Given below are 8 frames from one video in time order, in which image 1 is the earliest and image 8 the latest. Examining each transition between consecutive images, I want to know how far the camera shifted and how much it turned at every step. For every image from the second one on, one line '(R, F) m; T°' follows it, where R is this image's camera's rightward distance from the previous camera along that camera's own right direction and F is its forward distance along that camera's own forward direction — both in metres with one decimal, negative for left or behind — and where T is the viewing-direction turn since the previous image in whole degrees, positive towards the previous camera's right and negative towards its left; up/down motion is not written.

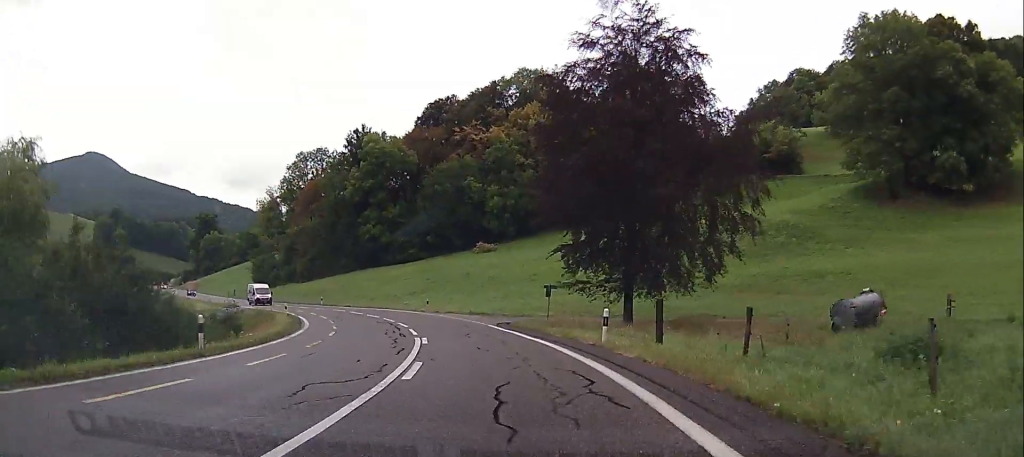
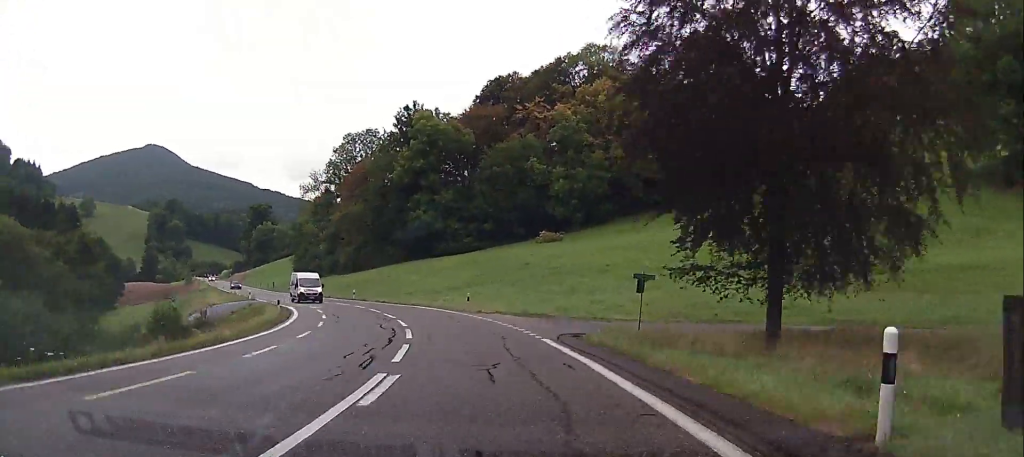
(-0.1, +14.0) m; -1°
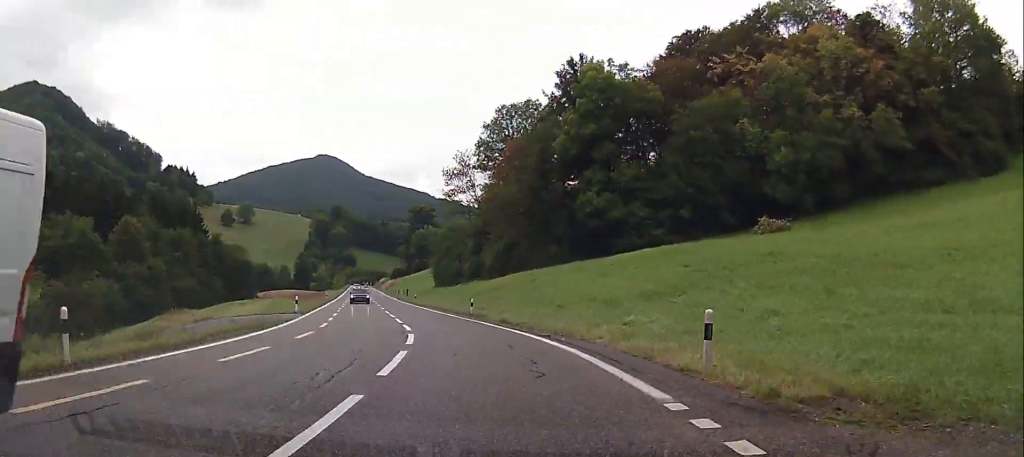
(-0.7, +30.3) m; -4°
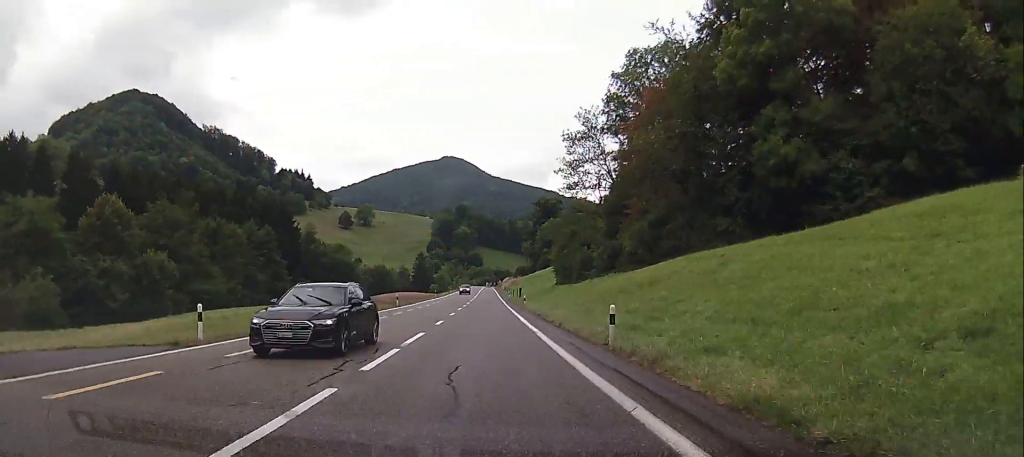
(-1.8, +26.1) m; -9°
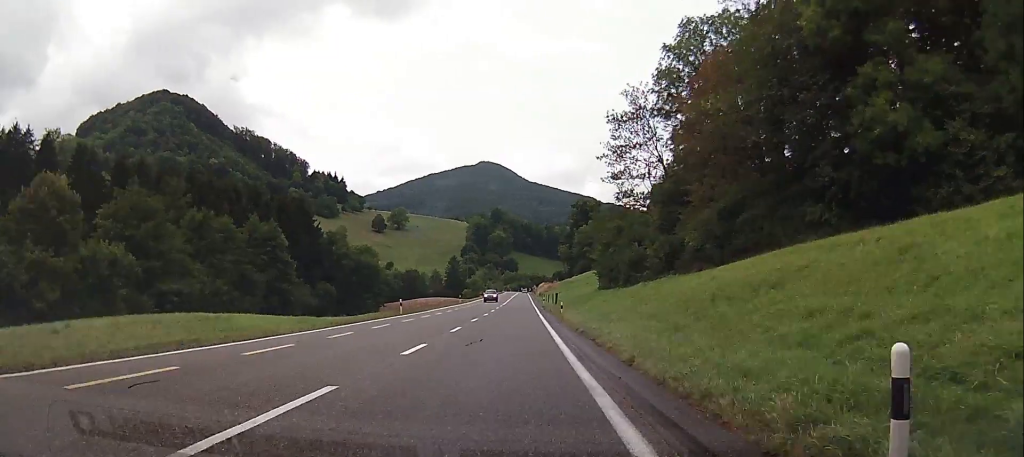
(-0.6, +12.4) m; -4°
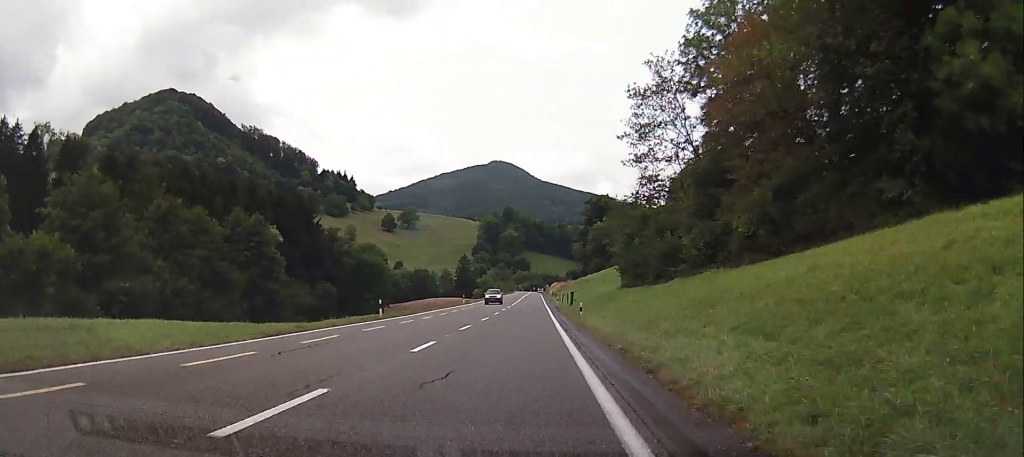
(-0.3, +9.3) m; -2°
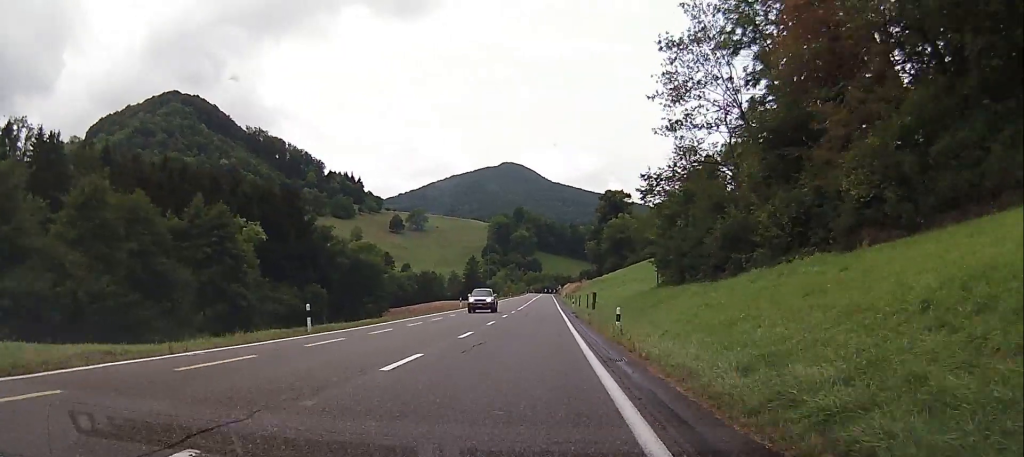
(-0.2, +13.4) m; -2°
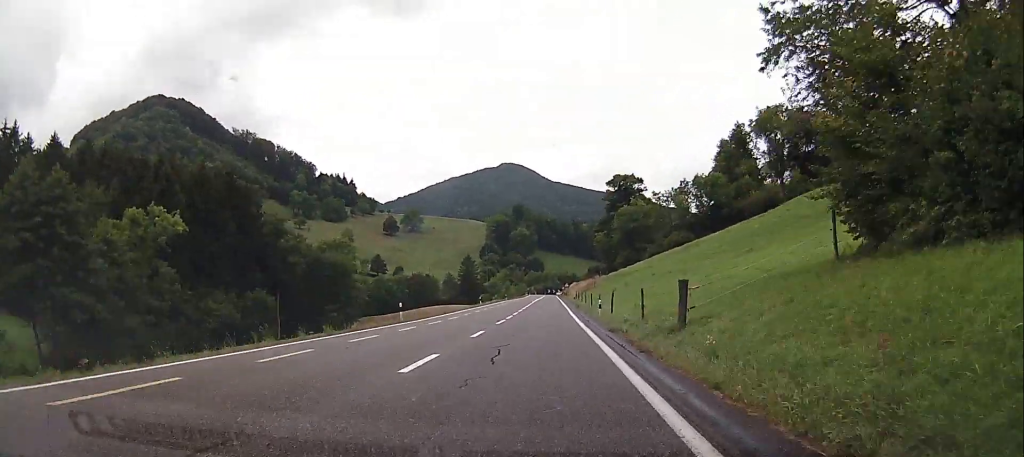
(-2.1, +28.7) m; -9°
